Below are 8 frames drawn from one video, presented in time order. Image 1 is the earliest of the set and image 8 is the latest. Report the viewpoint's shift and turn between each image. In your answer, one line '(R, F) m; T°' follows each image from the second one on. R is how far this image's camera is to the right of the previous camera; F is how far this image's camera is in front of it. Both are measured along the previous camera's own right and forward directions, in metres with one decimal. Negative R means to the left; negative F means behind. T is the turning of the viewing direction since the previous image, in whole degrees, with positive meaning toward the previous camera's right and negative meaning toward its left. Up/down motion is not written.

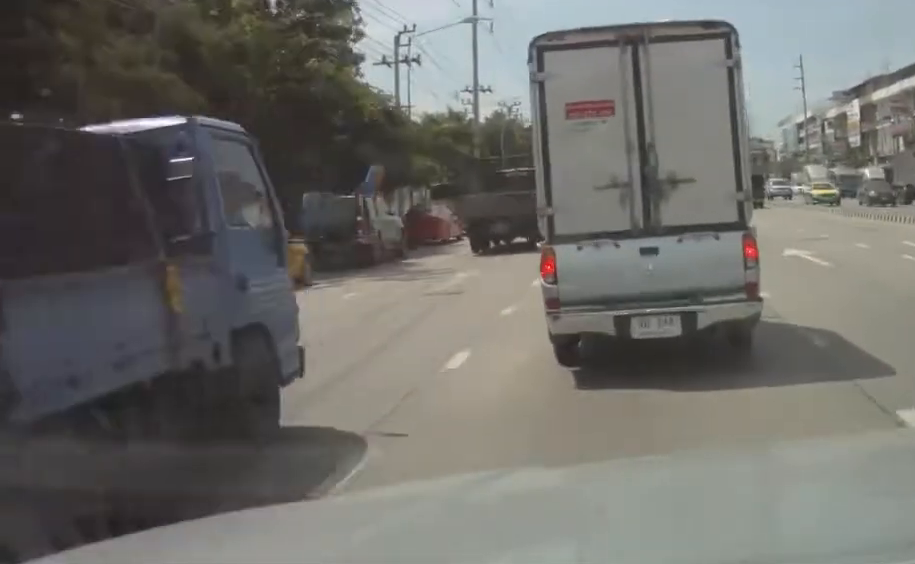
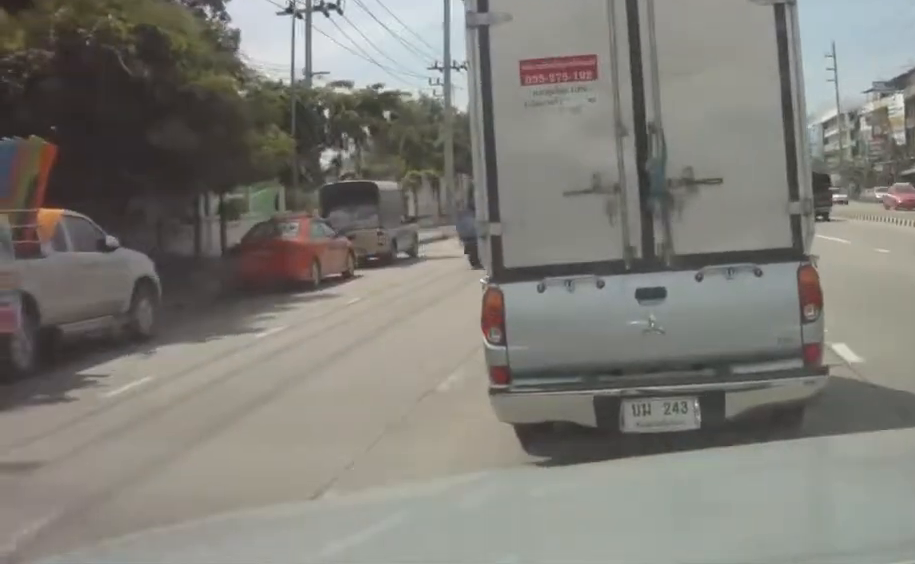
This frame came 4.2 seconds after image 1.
(-0.2, +18.6) m; -2°
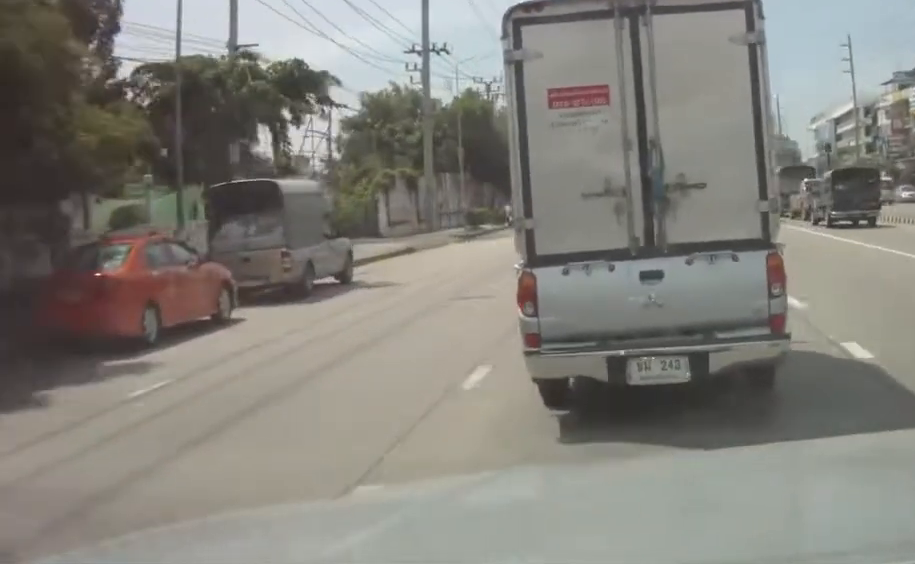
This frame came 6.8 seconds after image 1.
(-0.2, +12.0) m; 0°
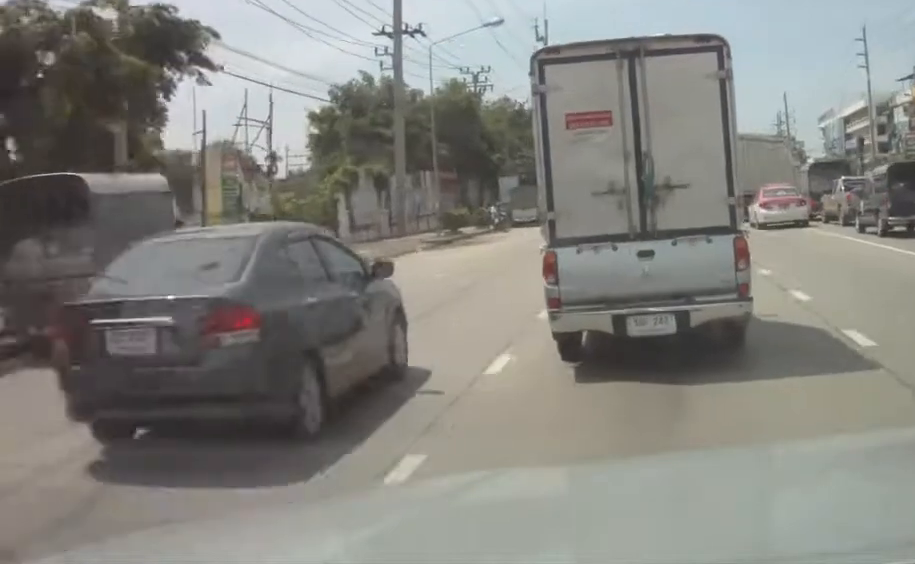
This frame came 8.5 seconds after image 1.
(+0.1, +8.0) m; +1°
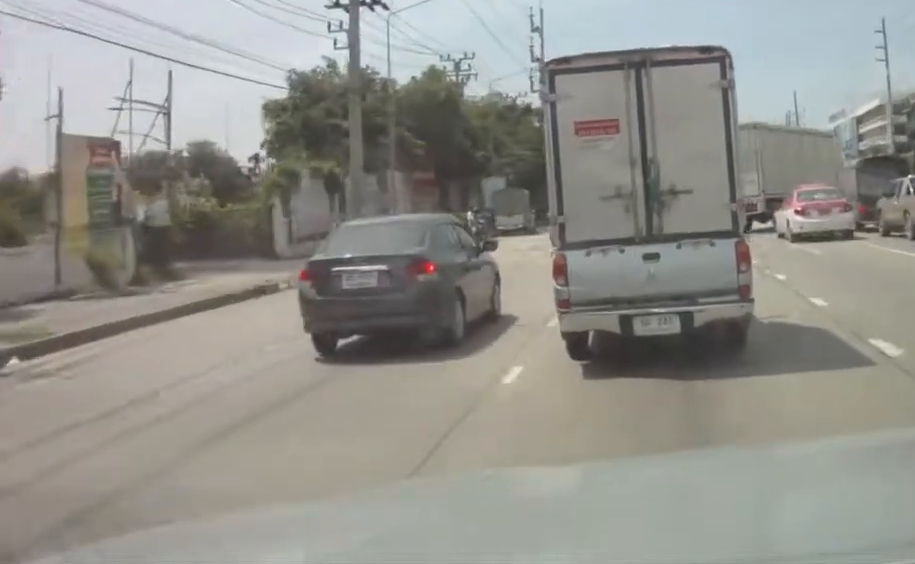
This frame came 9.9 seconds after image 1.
(0.0, +7.3) m; 0°
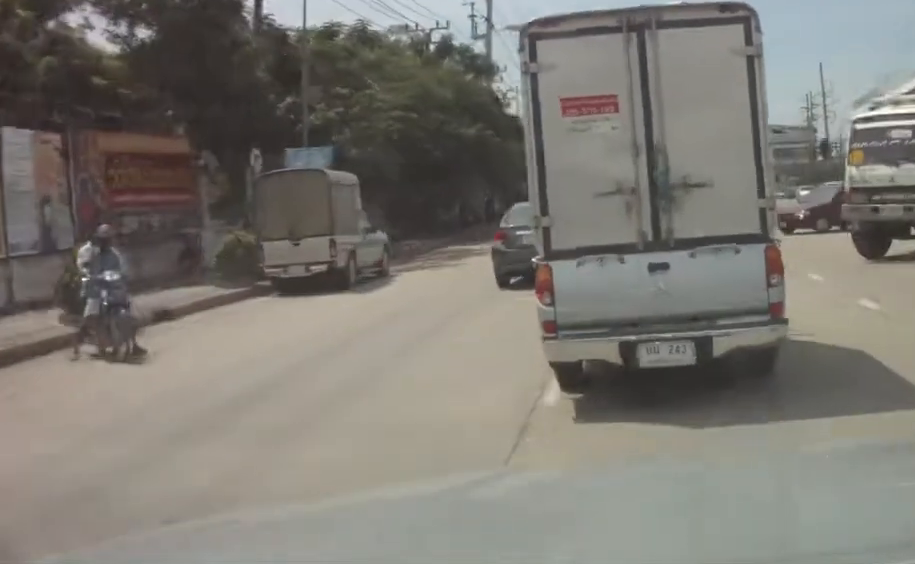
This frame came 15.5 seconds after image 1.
(-0.1, +31.4) m; +1°
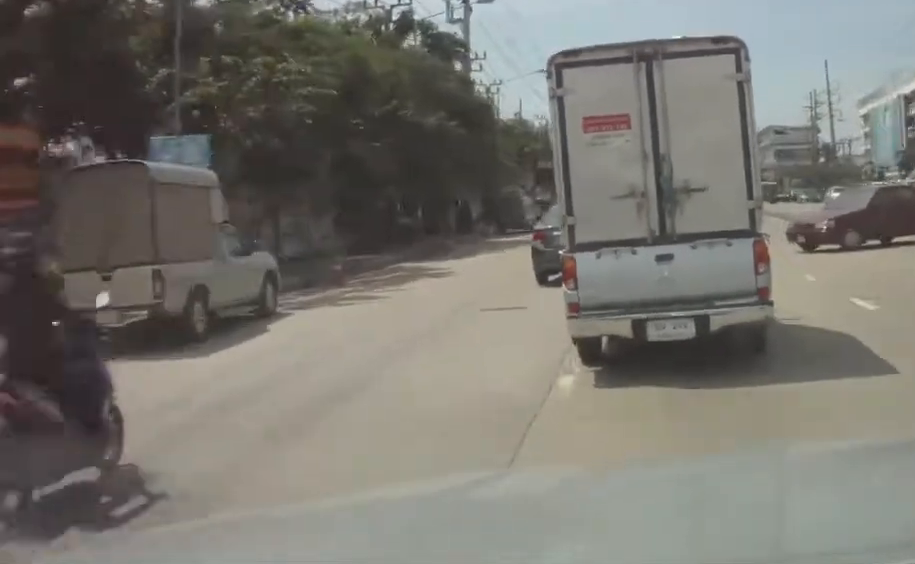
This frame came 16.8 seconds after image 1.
(+0.1, +9.0) m; +1°
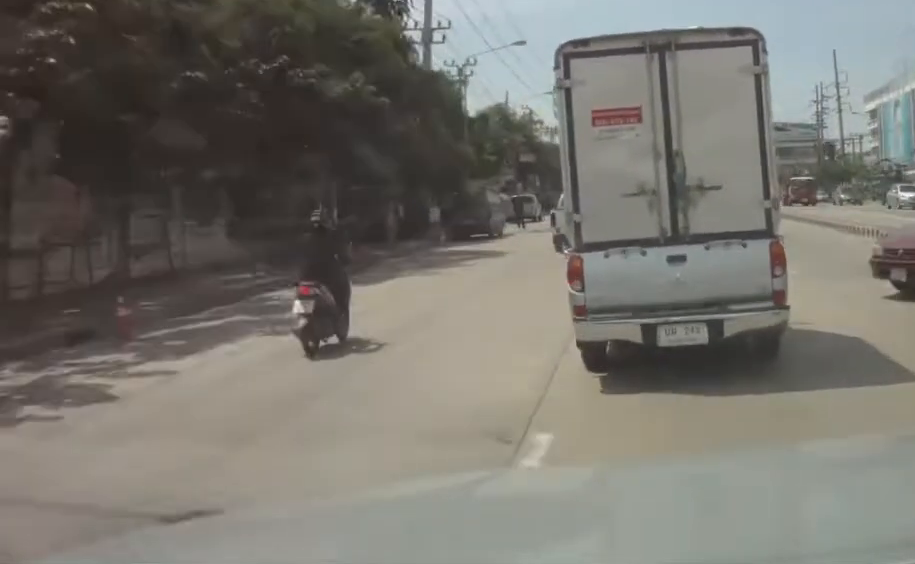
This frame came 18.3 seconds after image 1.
(0.0, +10.5) m; +2°
